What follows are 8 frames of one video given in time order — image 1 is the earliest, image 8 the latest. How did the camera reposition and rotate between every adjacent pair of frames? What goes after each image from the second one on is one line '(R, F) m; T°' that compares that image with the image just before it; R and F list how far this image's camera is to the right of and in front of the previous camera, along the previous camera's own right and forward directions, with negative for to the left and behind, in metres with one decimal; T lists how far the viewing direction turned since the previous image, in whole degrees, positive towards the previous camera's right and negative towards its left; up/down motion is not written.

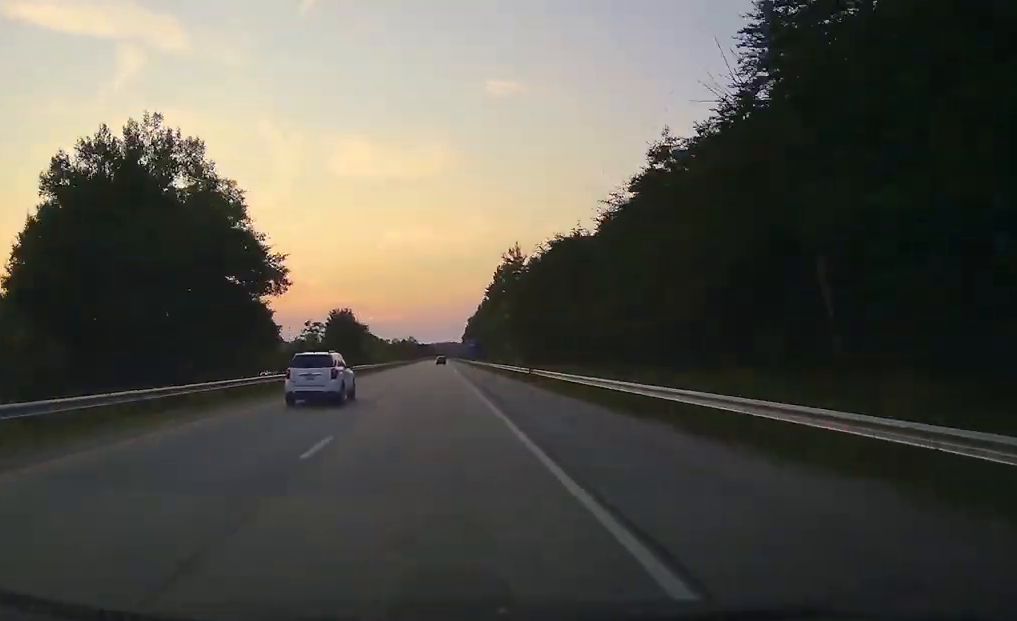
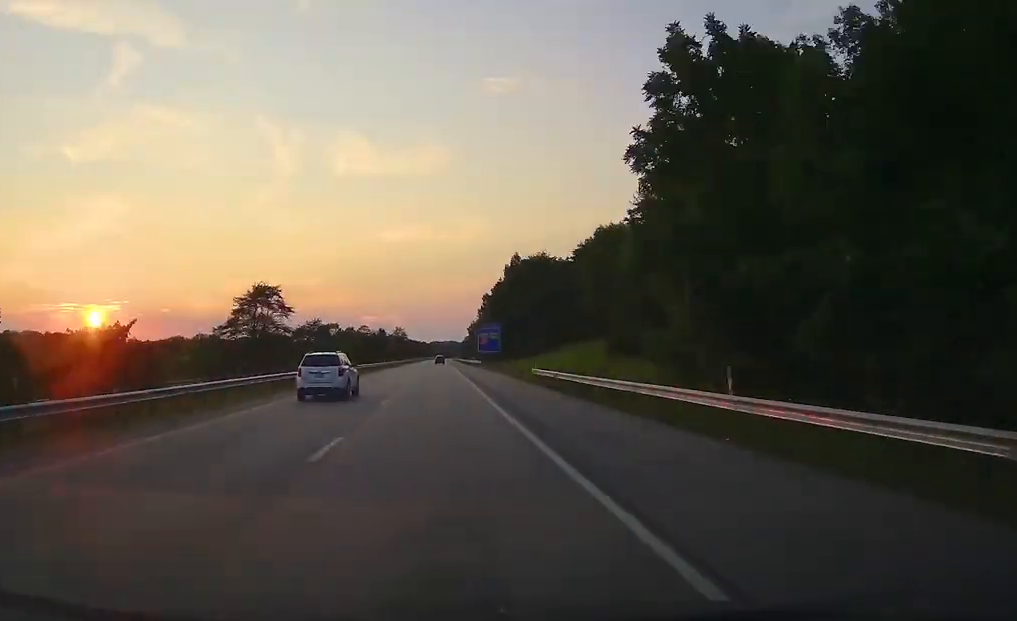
(+0.7, +100.7) m; 0°
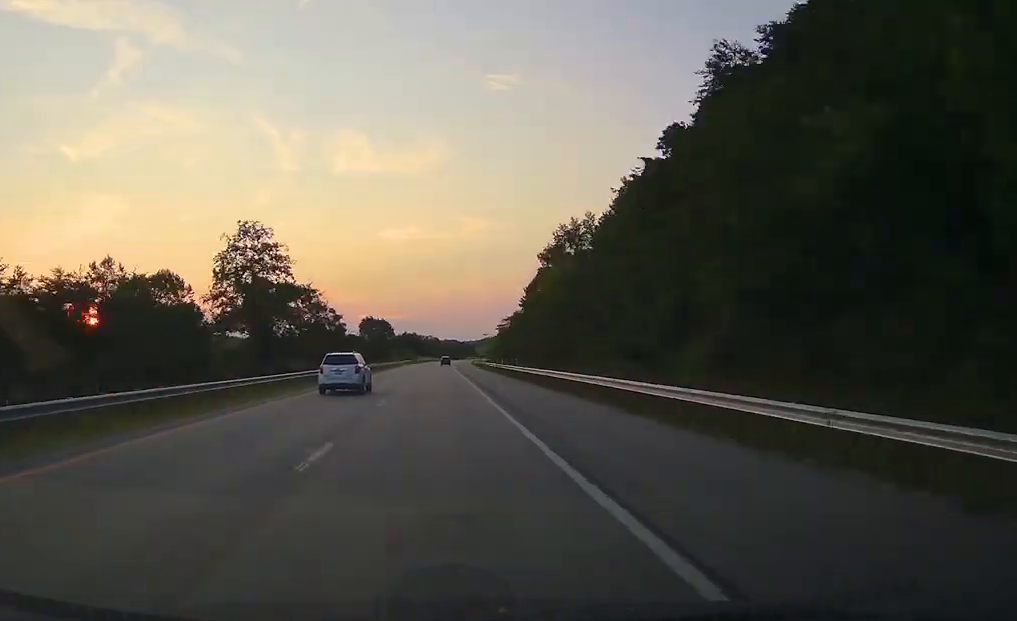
(-0.7, +201.7) m; +1°
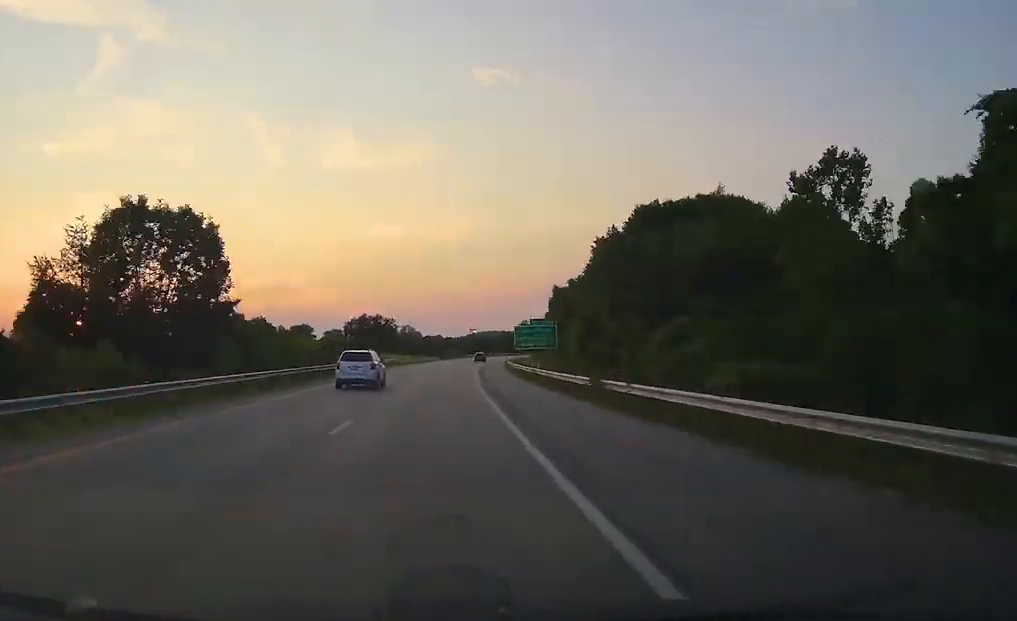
(+2.2, +116.4) m; +4°
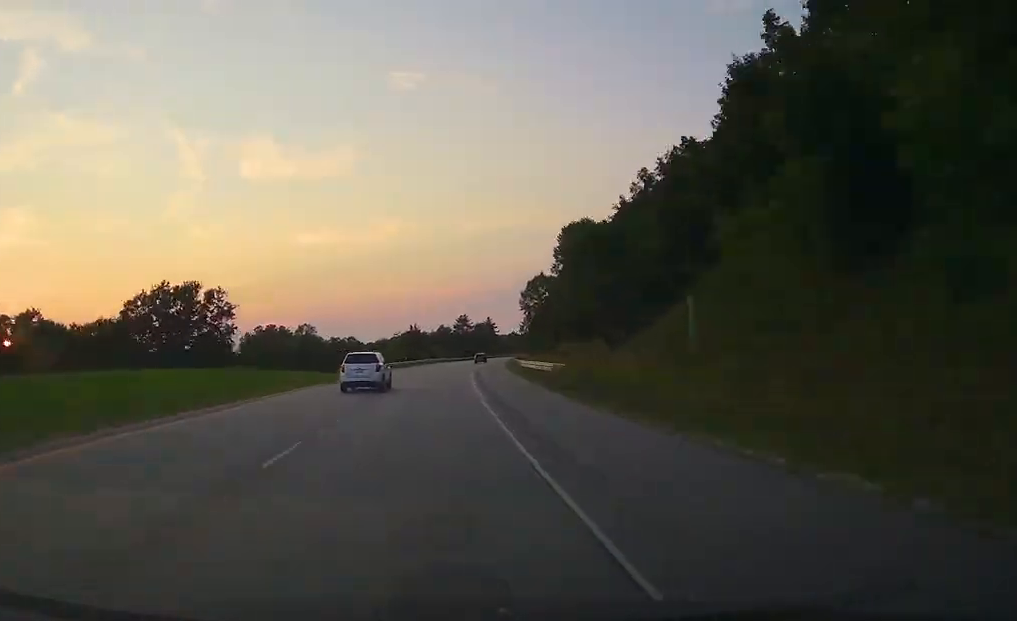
(+2.5, +100.2) m; +5°
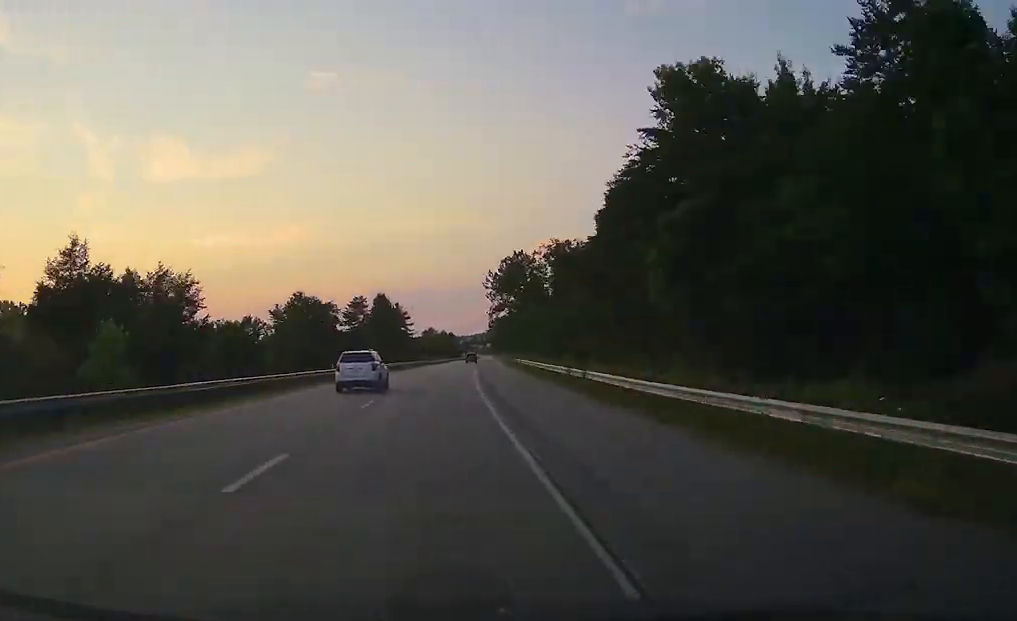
(+7.9, +123.2) m; +6°
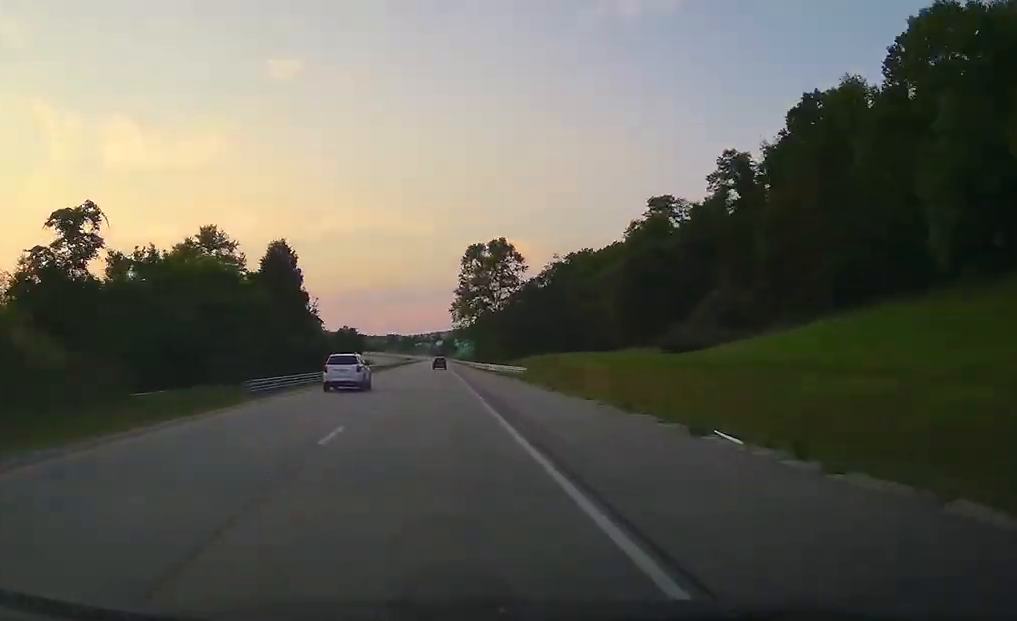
(+11.9, +268.7) m; +3°
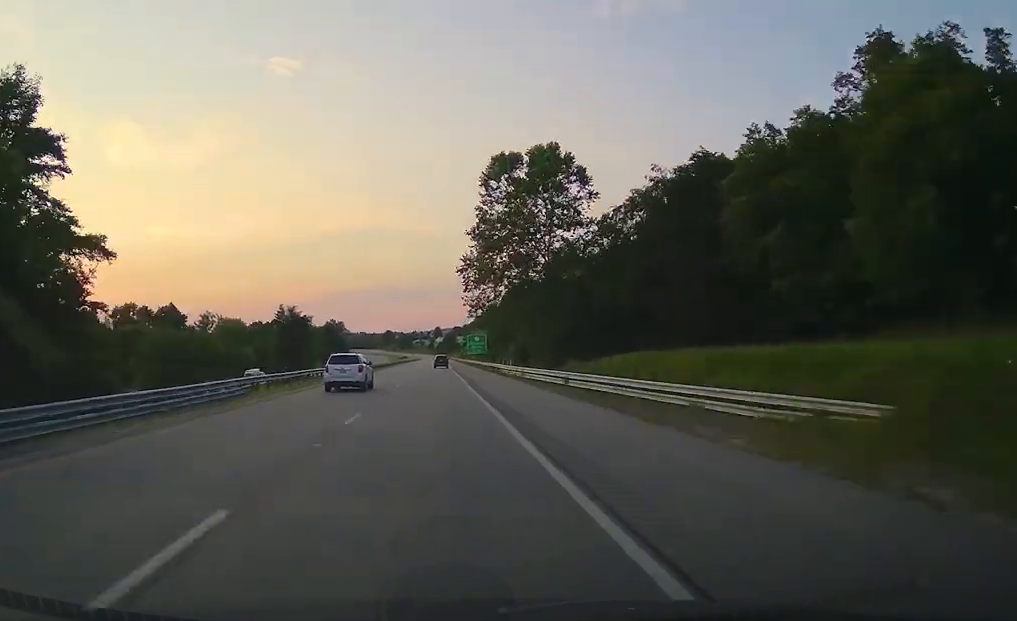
(0.0, +67.5) m; 0°
